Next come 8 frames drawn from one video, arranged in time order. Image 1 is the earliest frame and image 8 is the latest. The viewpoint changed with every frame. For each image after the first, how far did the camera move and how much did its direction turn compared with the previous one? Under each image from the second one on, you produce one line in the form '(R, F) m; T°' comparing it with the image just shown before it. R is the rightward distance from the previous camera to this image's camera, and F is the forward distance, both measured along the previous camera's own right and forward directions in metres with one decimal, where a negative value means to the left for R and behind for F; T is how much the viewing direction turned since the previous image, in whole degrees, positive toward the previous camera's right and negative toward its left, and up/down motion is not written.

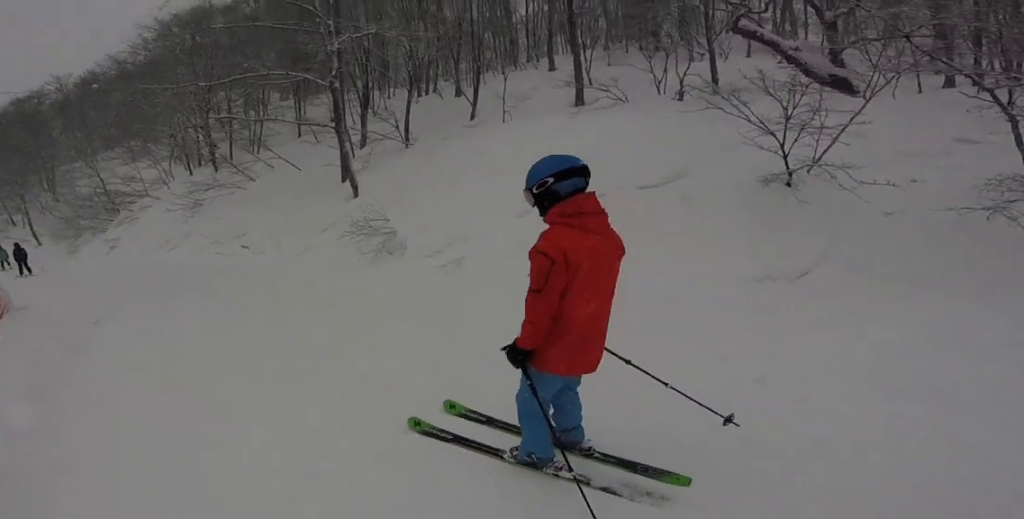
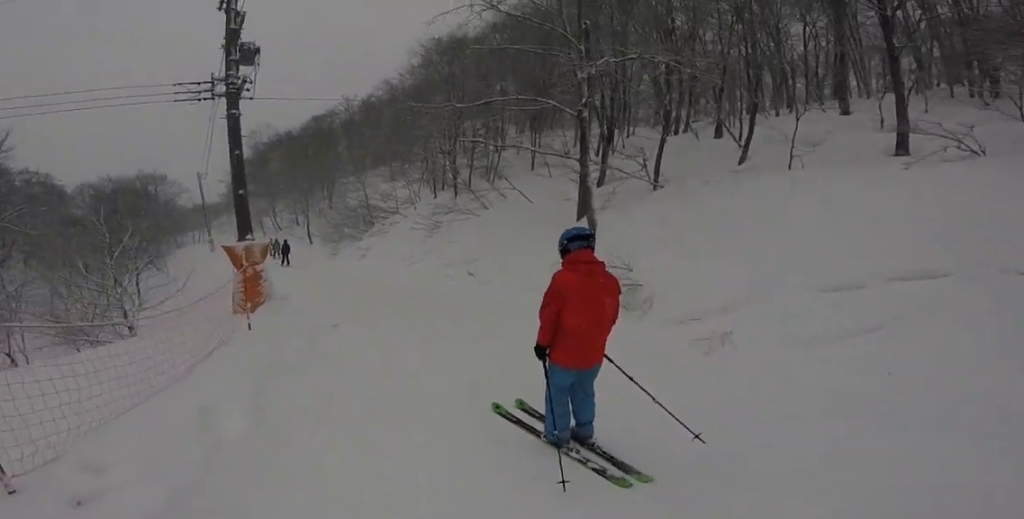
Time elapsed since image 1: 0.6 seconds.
(-0.2, +1.4) m; -8°
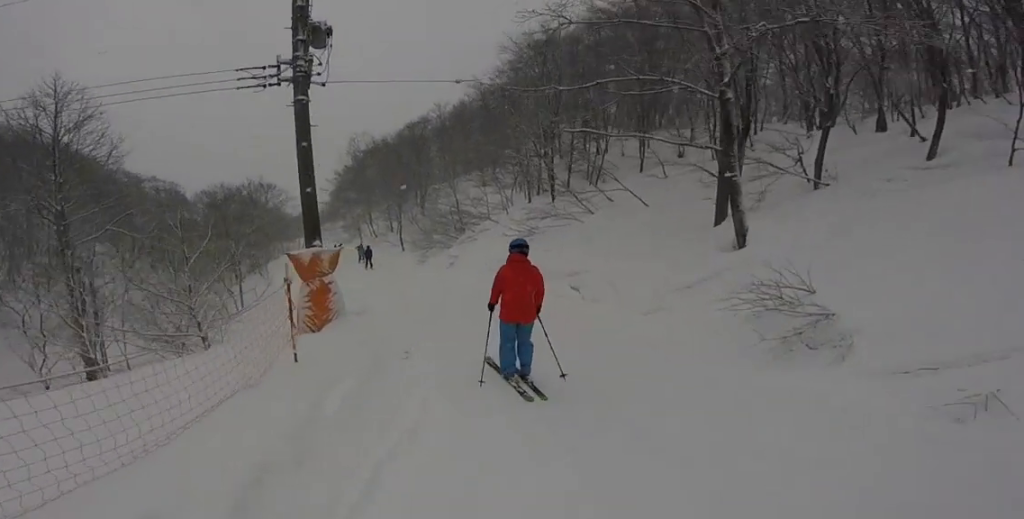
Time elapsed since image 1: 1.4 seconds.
(-0.1, +2.3) m; -2°
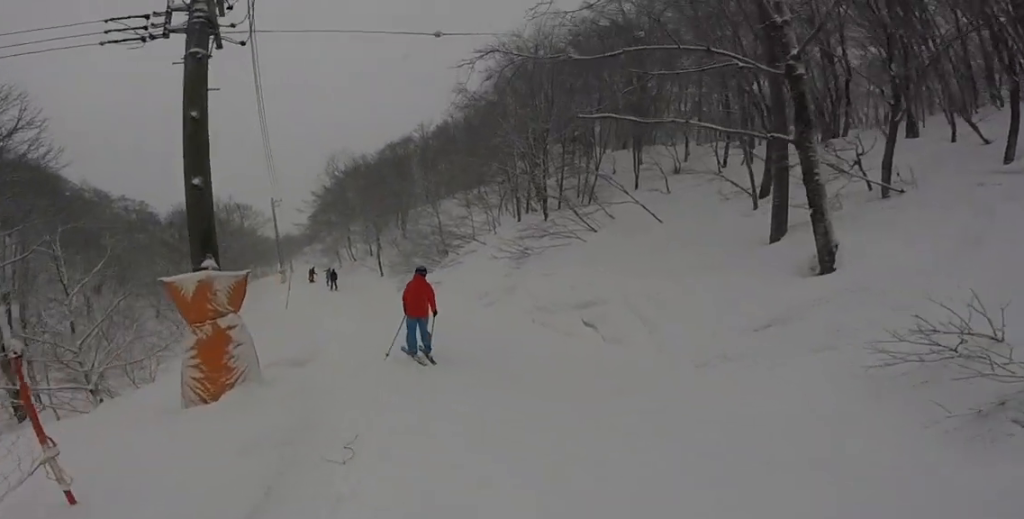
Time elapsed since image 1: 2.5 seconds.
(0.0, +3.2) m; 0°
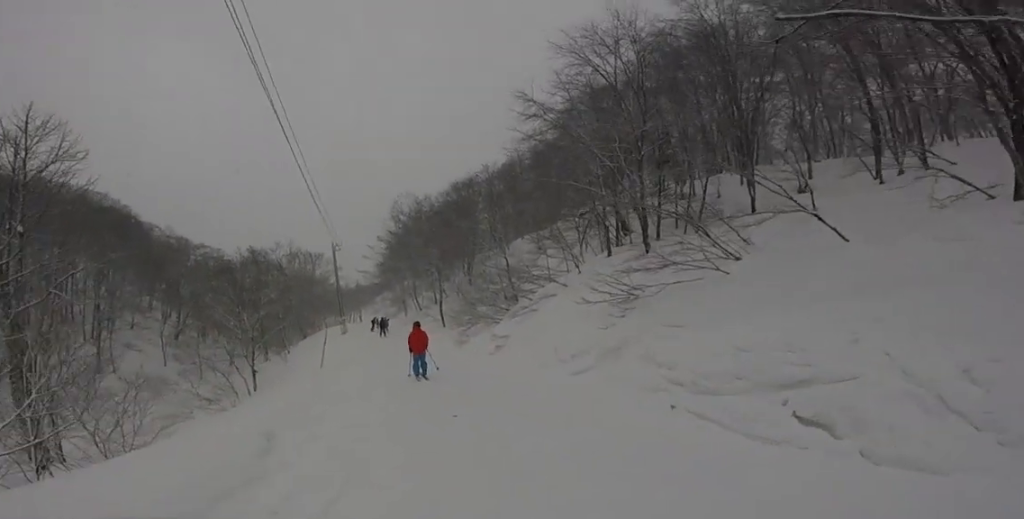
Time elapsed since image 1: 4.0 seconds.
(0.0, +5.2) m; 0°
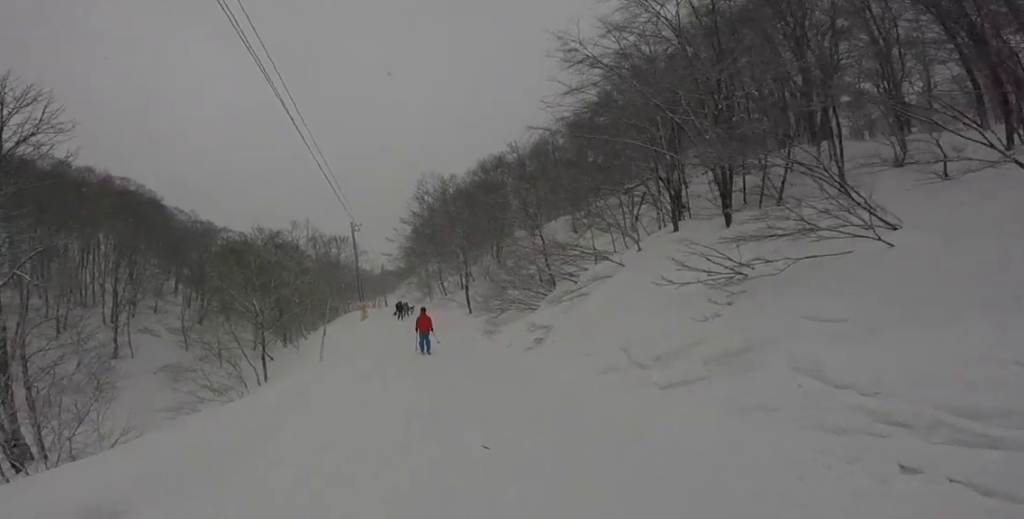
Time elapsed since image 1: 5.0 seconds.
(0.0, +3.9) m; 0°
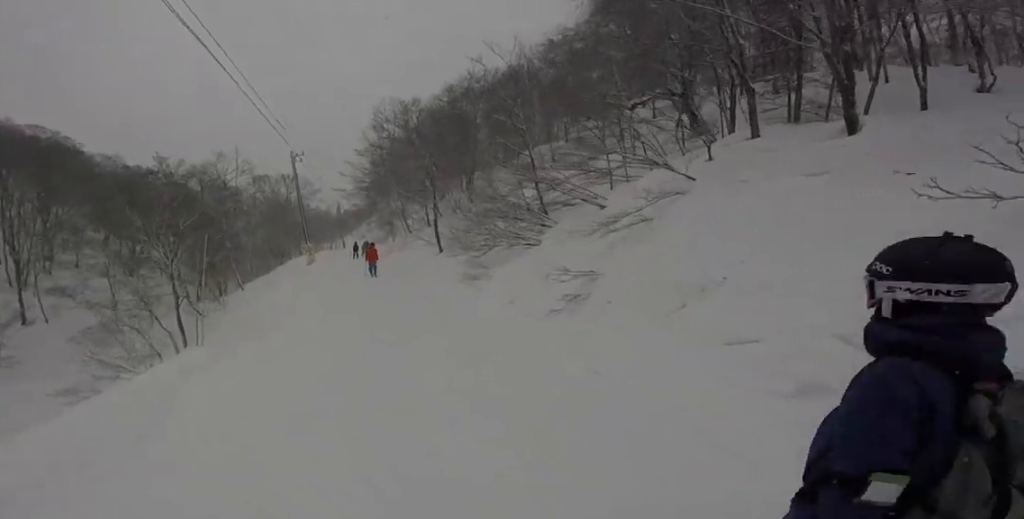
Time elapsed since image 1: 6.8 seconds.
(0.0, +7.0) m; 0°
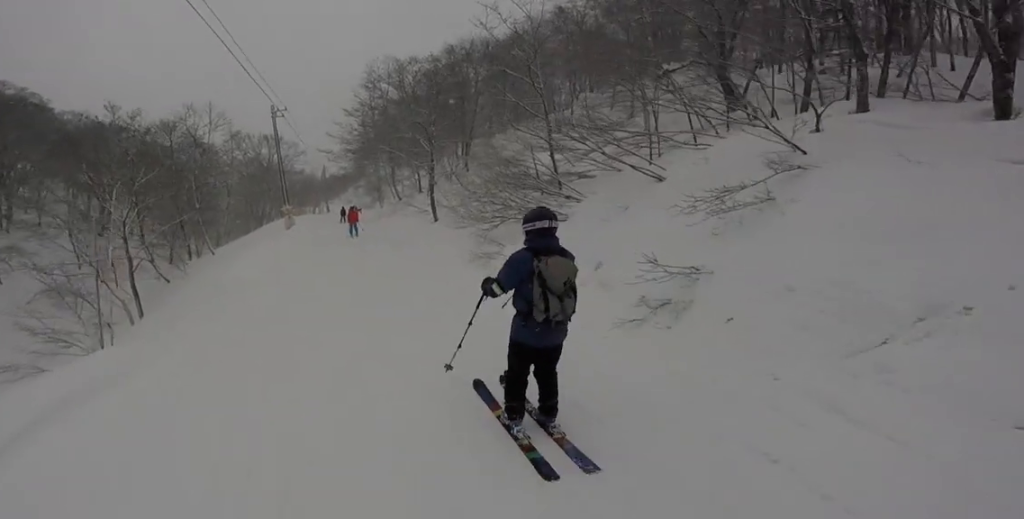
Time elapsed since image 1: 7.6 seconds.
(0.0, +3.4) m; -2°
